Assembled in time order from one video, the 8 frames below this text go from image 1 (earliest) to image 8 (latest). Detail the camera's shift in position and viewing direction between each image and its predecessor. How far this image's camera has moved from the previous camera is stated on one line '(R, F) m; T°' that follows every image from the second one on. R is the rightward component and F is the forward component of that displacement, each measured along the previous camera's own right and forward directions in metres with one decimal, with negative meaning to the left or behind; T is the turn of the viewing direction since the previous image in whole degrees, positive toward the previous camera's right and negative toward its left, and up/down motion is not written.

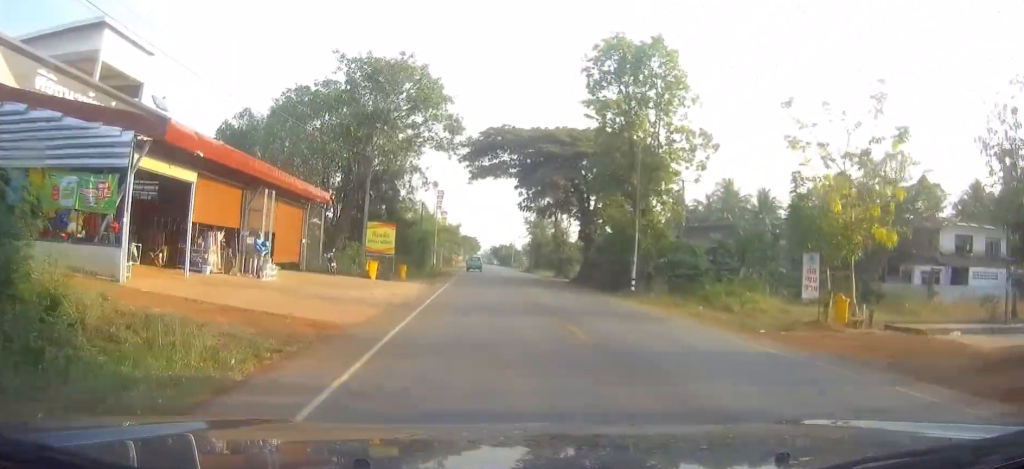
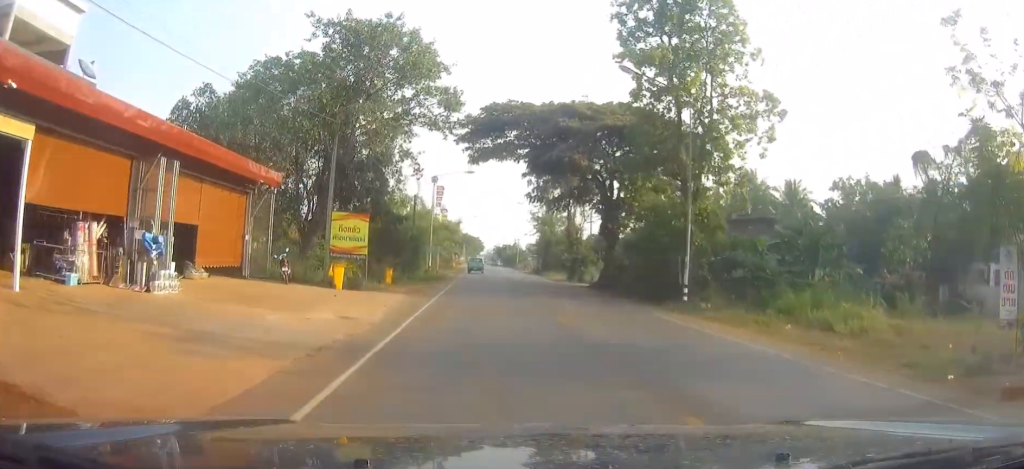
(0.0, +9.1) m; 0°
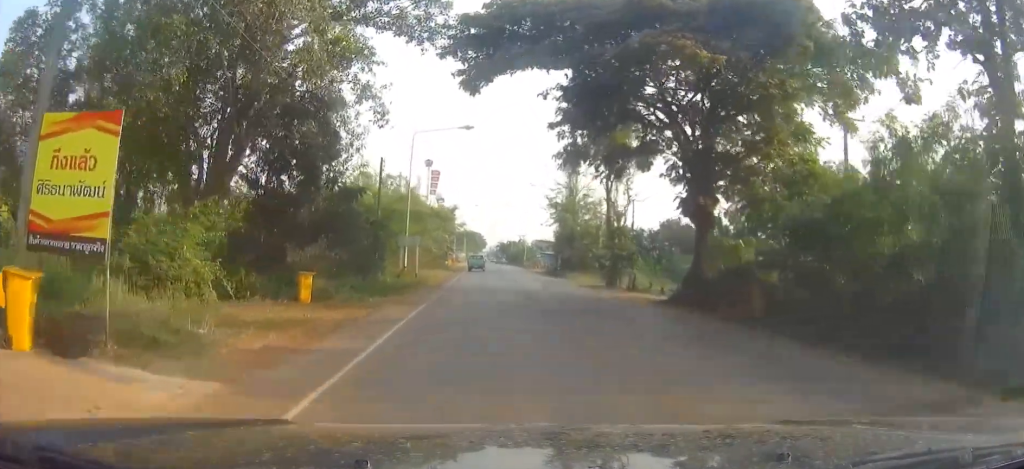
(0.0, +20.4) m; 0°
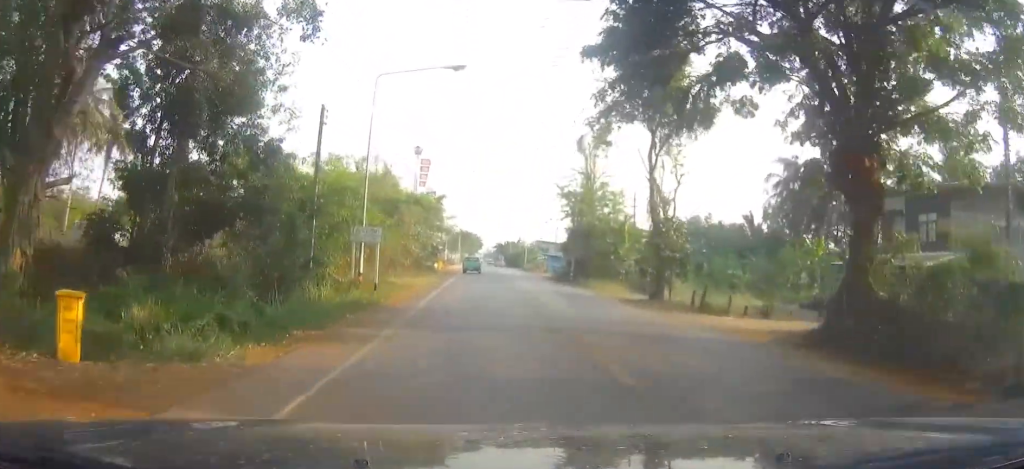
(0.0, +13.7) m; 0°
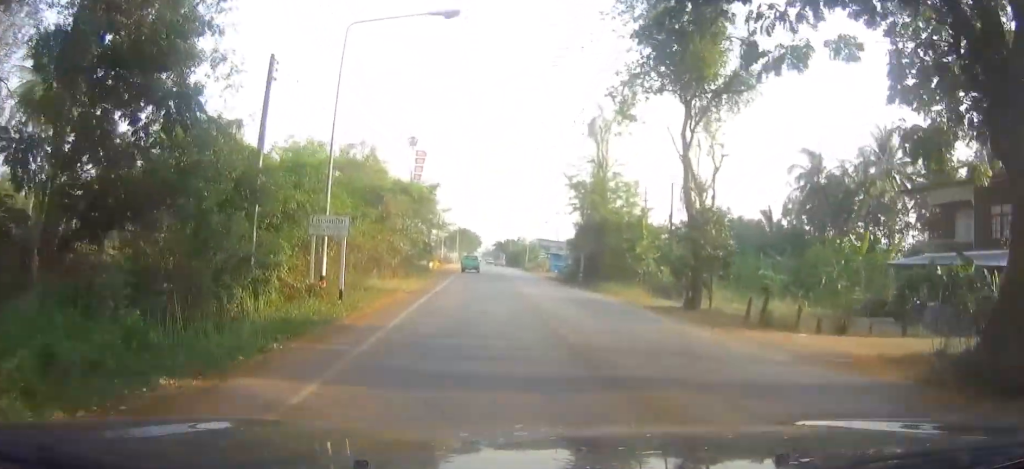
(0.0, +6.1) m; 0°
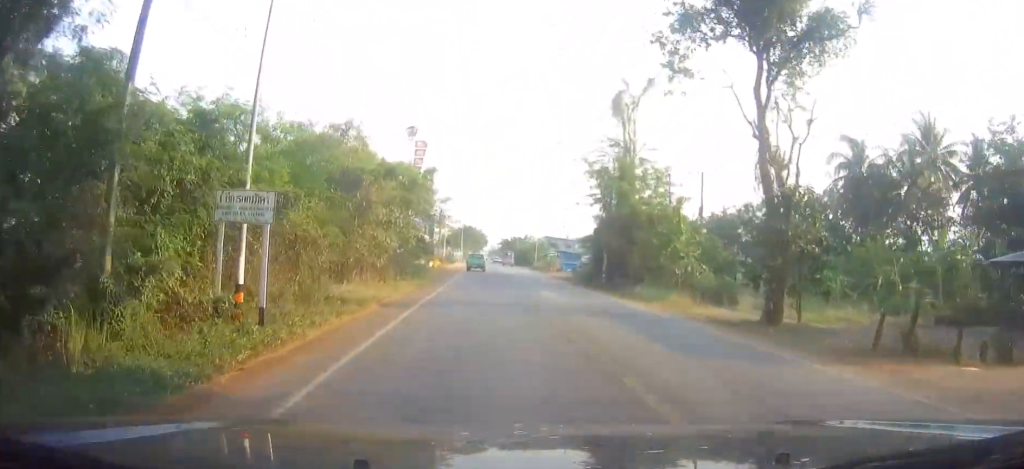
(0.0, +7.5) m; 0°
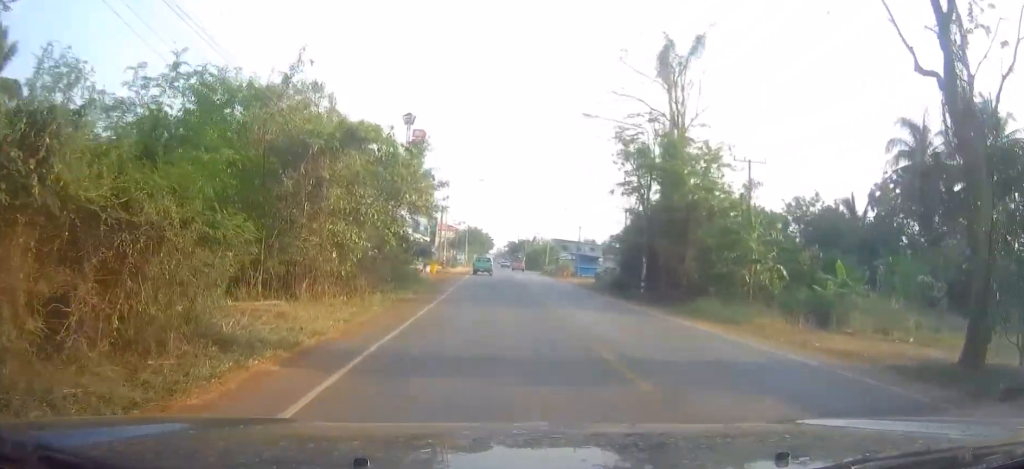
(0.0, +9.7) m; 0°
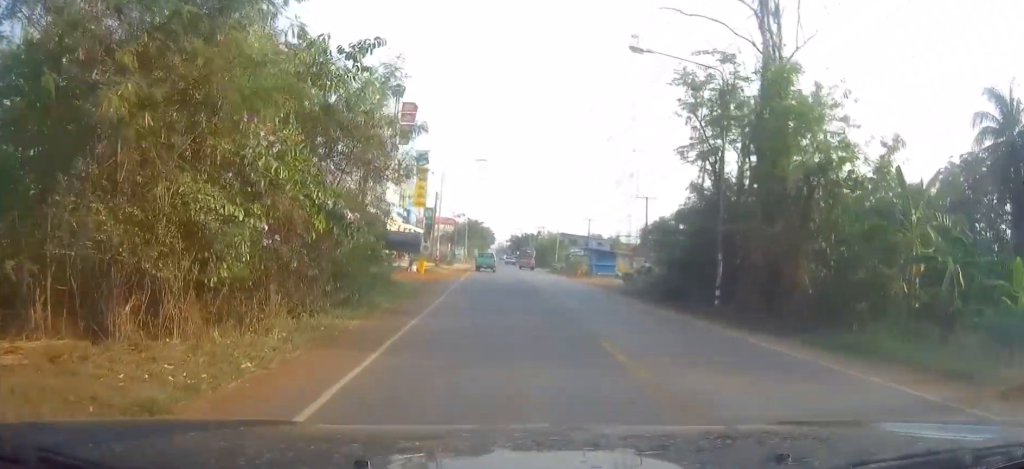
(0.0, +11.5) m; 0°
